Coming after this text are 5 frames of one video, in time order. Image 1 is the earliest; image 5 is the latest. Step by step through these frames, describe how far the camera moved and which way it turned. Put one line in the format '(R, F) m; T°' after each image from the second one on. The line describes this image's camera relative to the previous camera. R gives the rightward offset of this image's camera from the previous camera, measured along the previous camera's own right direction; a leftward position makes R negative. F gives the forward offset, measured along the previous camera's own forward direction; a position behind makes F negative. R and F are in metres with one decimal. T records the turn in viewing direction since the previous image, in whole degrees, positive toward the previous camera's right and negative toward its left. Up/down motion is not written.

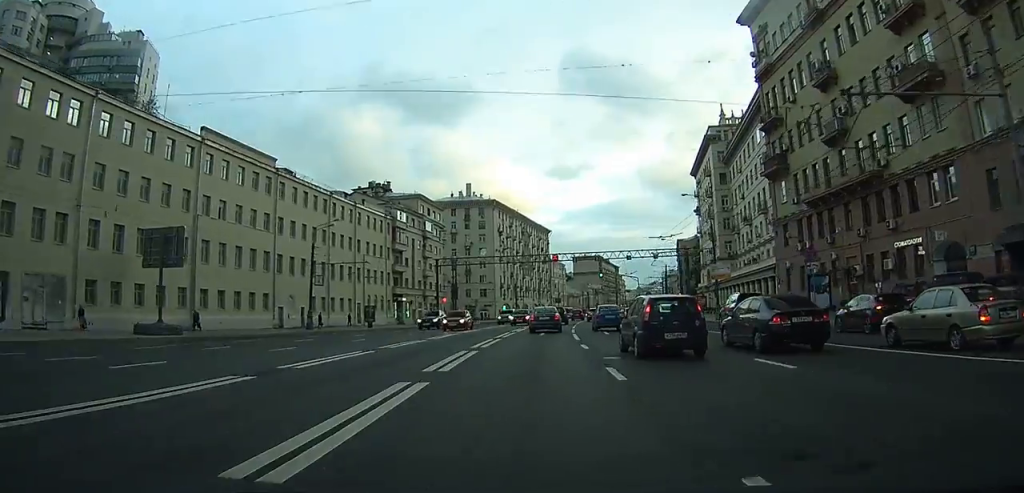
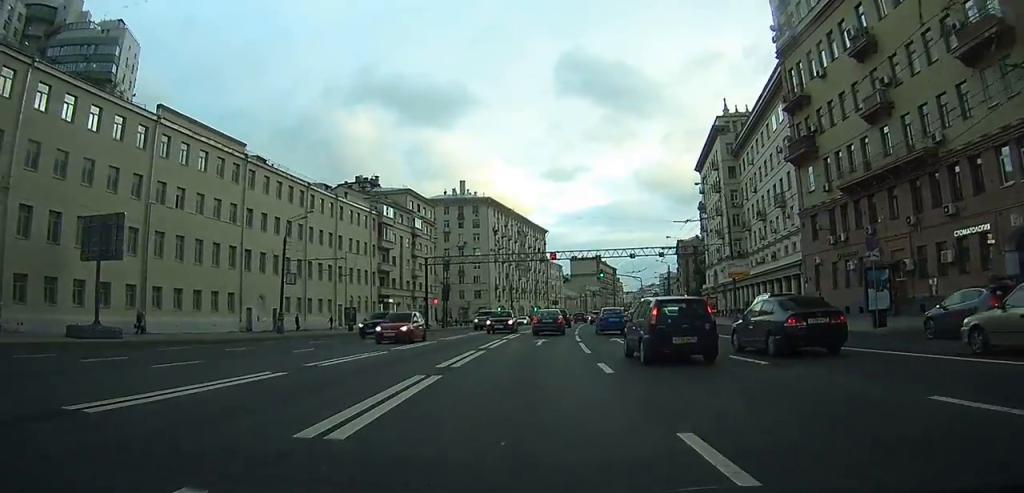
(0.0, +6.4) m; 0°
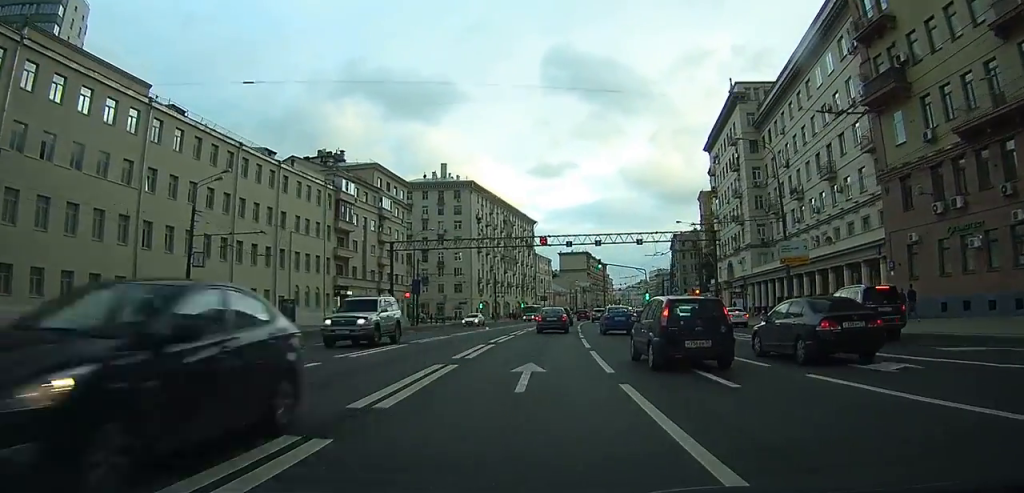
(0.0, +13.9) m; 0°
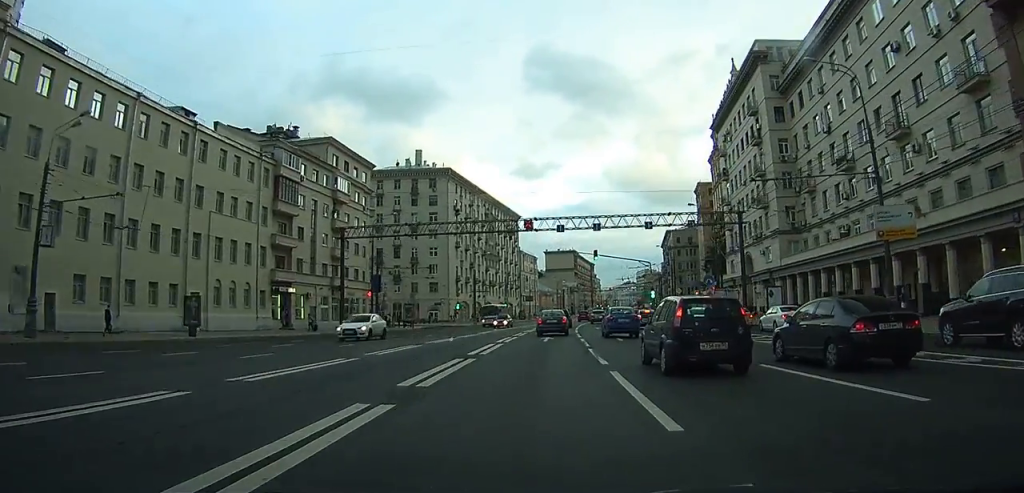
(0.0, +13.2) m; +1°
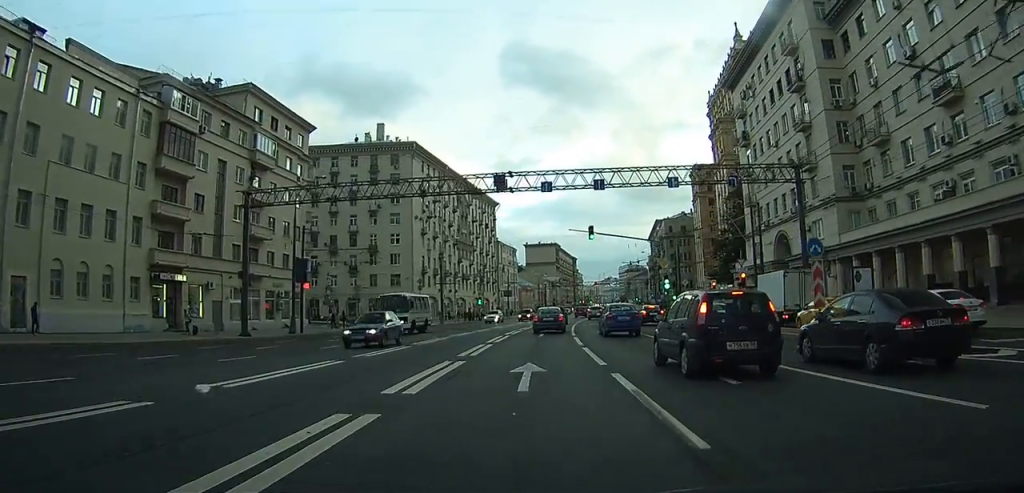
(+0.3, +15.8) m; +3°
